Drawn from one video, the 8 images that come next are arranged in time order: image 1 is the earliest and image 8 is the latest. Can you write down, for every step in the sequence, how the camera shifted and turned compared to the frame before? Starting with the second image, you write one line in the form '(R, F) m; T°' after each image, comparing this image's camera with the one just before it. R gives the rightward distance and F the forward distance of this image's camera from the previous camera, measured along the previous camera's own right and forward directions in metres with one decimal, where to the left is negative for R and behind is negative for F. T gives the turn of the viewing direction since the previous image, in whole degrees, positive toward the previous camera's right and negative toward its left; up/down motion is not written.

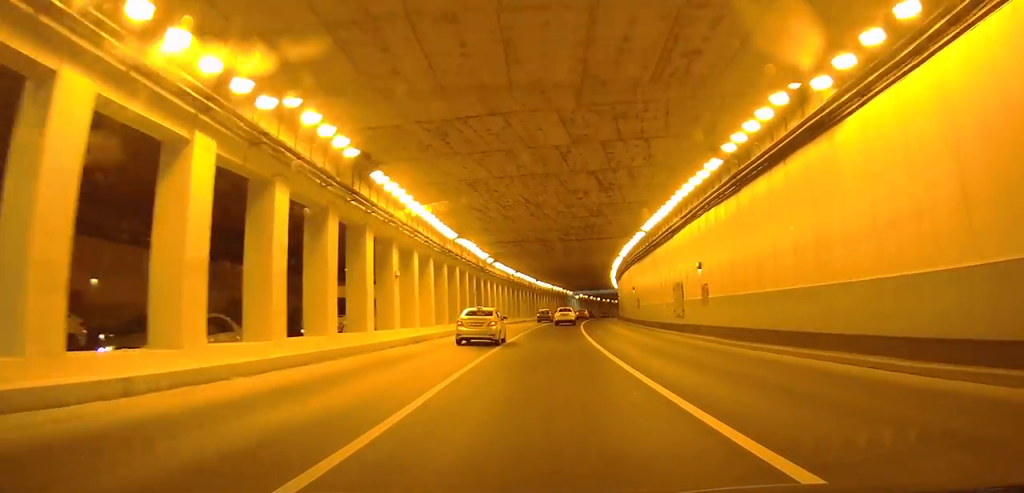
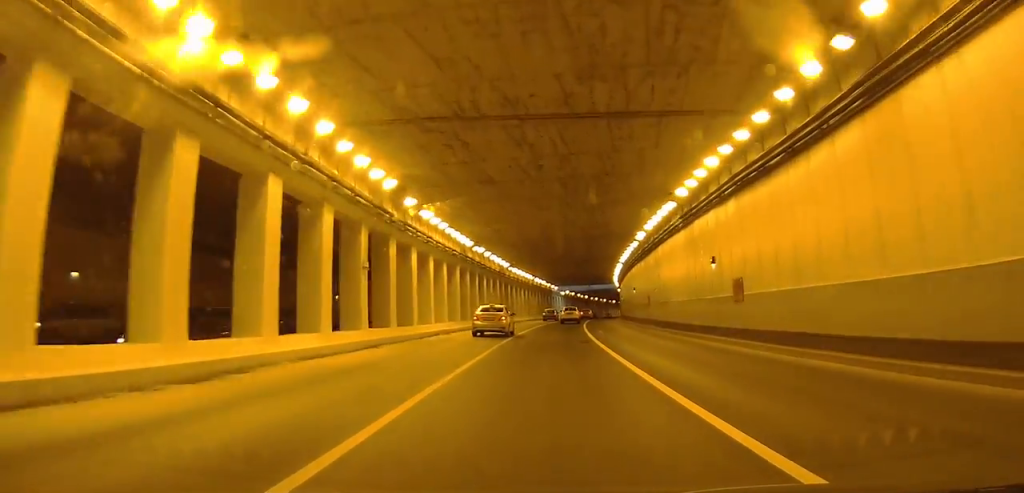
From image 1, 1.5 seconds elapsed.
(0.0, +23.7) m; 0°
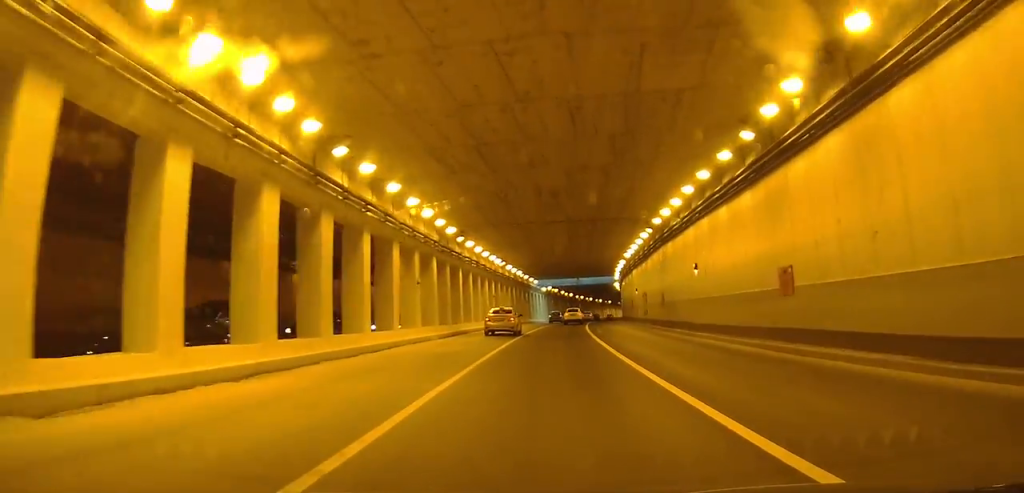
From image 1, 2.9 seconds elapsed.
(0.0, +21.9) m; 0°
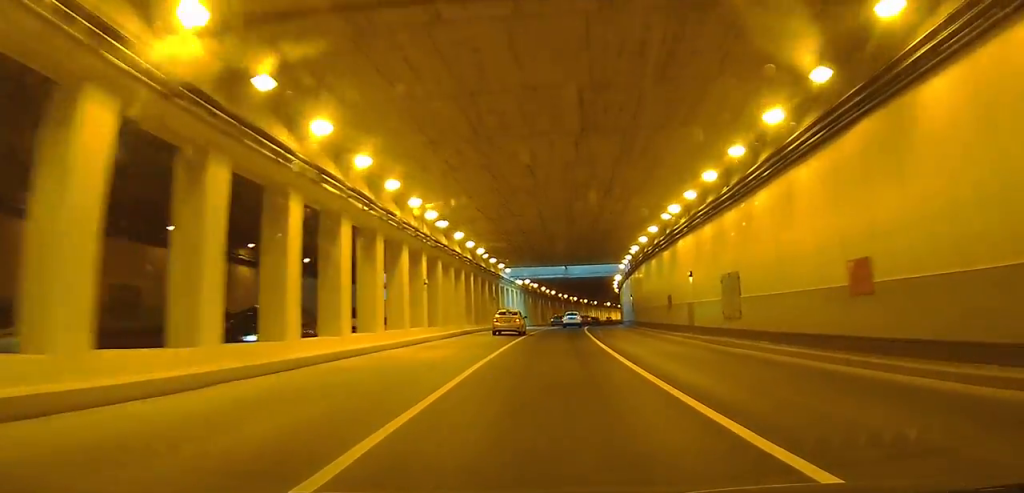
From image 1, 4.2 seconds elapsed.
(0.0, +20.2) m; 0°
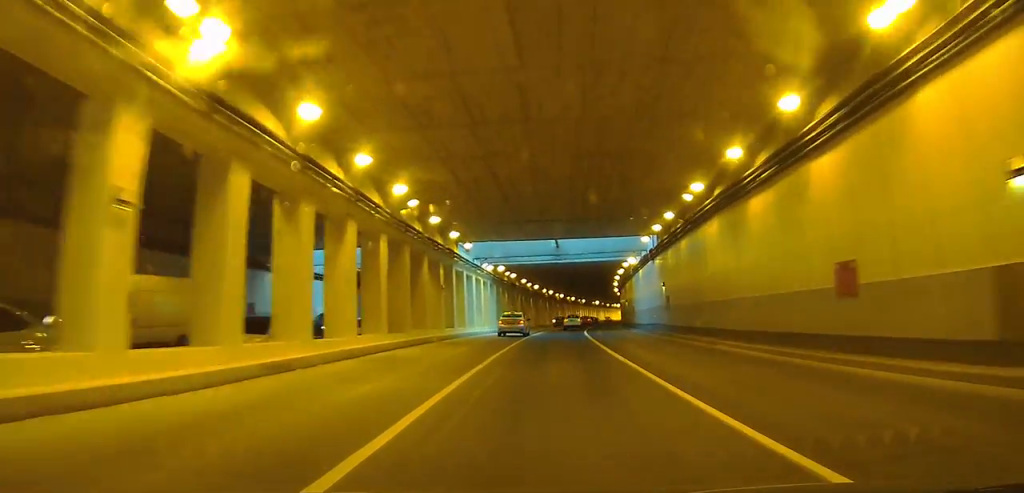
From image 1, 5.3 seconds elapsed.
(0.0, +17.7) m; +2°
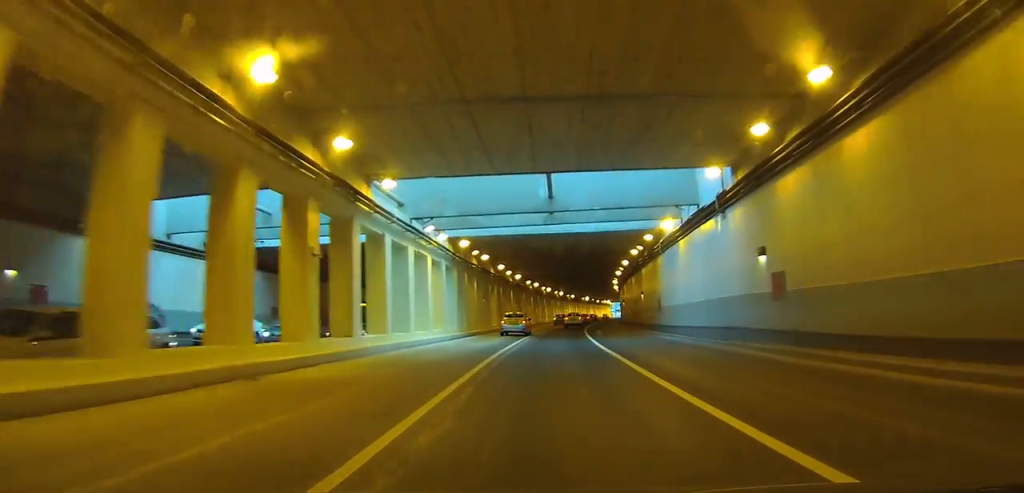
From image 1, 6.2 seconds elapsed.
(+0.1, +15.1) m; +6°
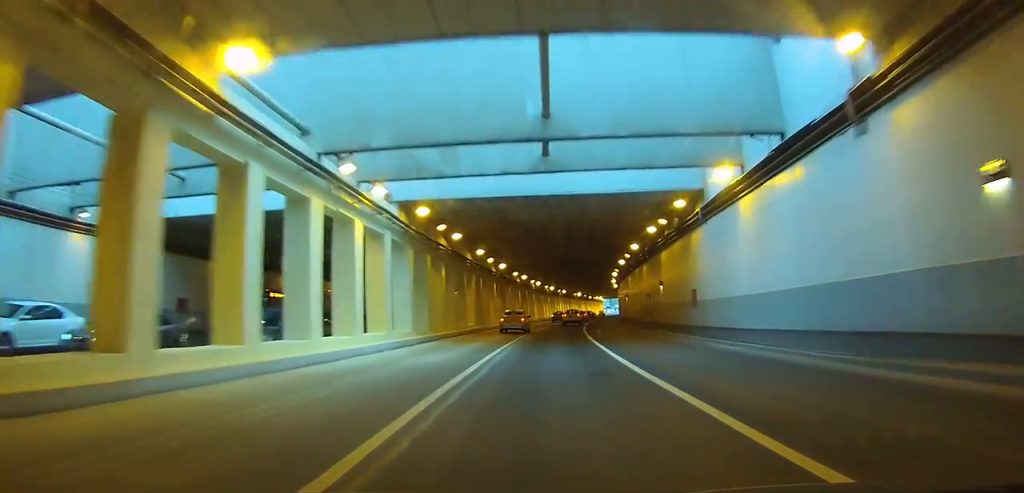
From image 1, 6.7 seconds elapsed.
(+0.8, +9.6) m; +5°
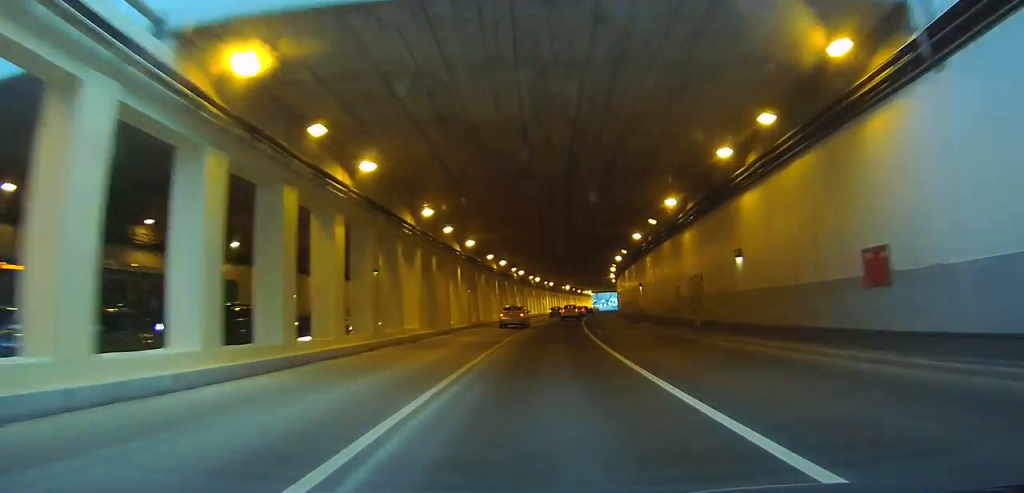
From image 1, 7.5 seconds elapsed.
(+0.9, +14.7) m; +3°
